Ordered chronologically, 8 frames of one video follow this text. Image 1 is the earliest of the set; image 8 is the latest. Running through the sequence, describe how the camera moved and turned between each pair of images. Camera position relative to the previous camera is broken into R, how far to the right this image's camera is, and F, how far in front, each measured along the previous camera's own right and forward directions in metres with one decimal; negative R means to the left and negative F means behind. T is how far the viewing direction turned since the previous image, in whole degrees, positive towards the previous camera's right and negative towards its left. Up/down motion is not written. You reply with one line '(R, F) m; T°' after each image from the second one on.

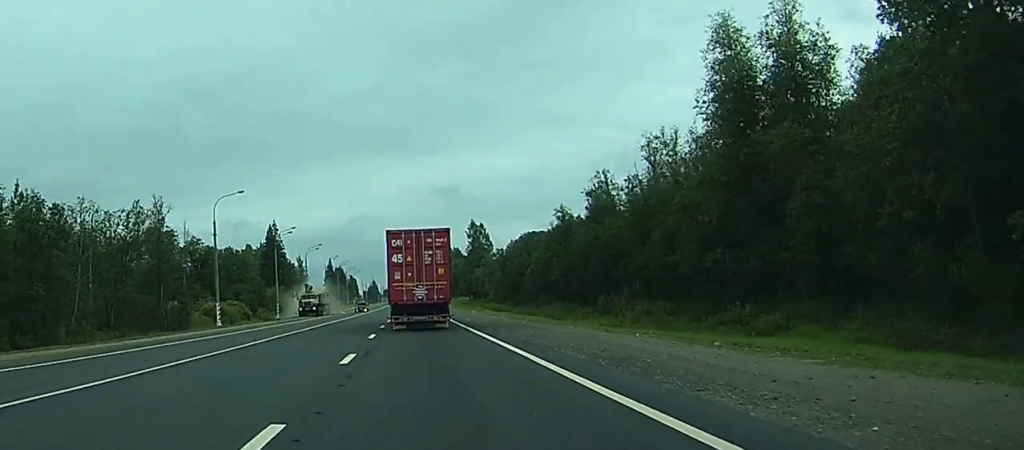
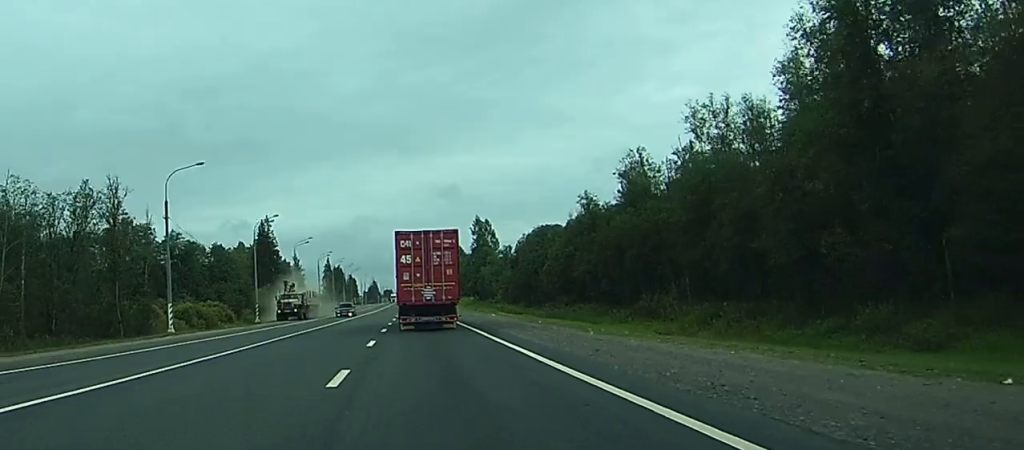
(0.0, +16.4) m; 0°
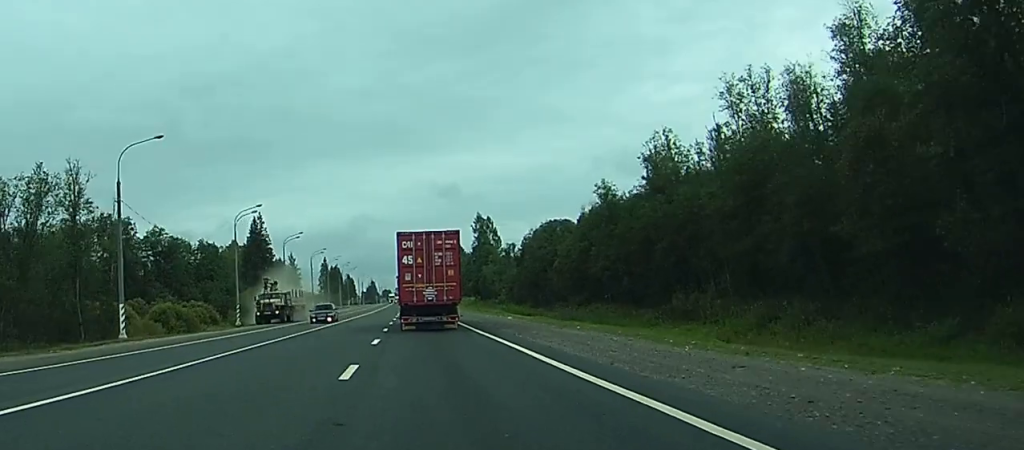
(-0.1, +10.4) m; 0°
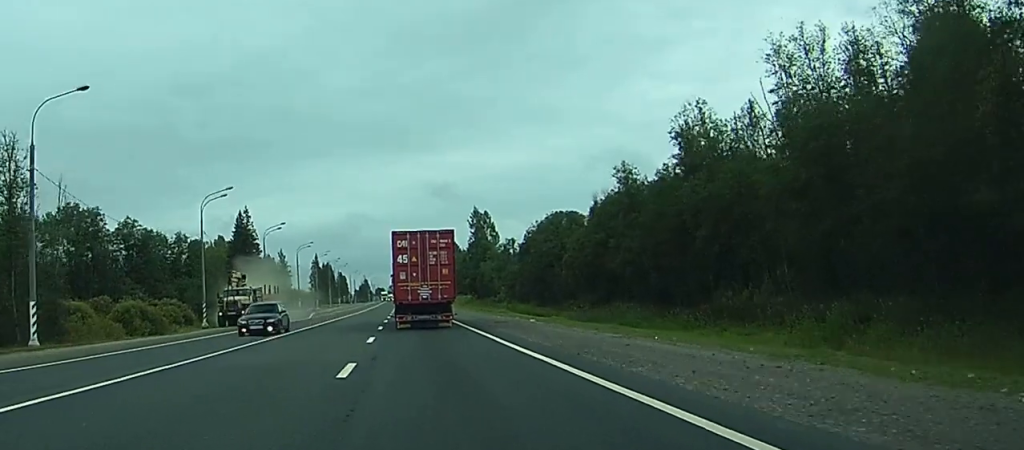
(0.0, +11.8) m; 0°
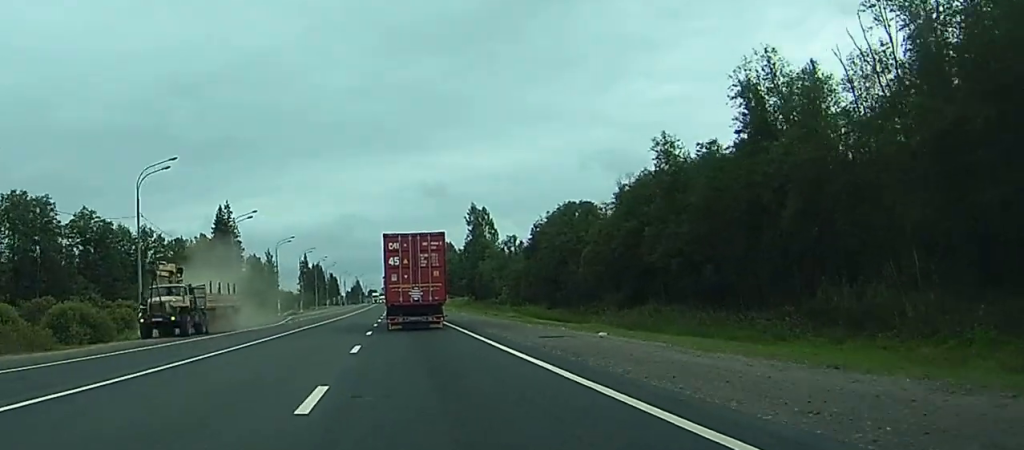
(+0.1, +16.2) m; 0°
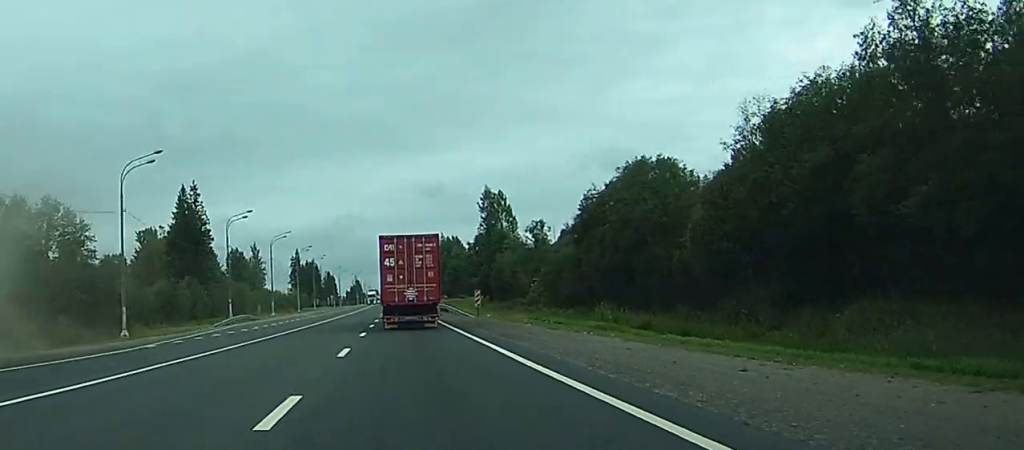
(+0.1, +36.6) m; 0°
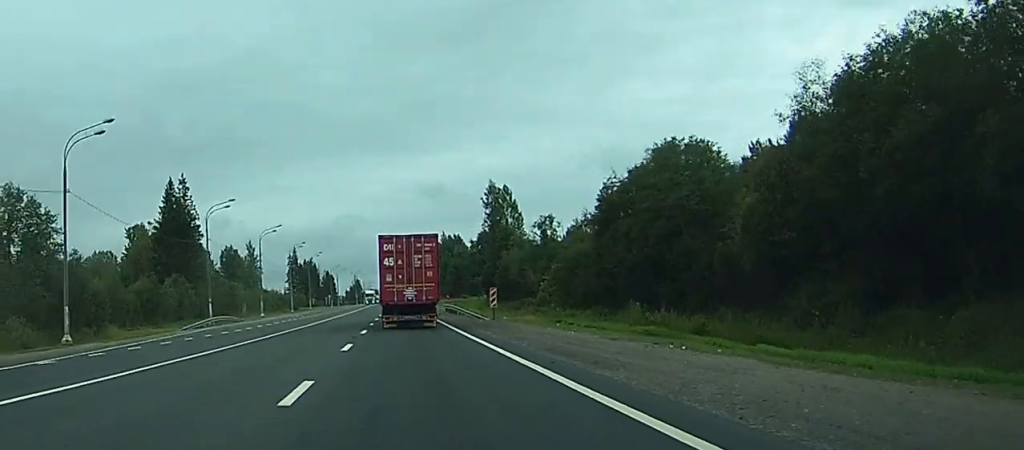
(0.0, +9.5) m; 0°
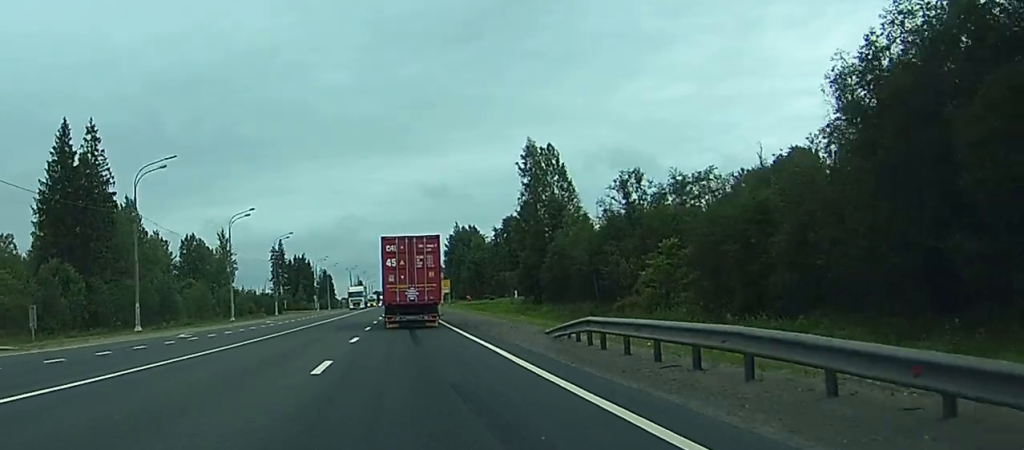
(0.0, +53.9) m; 0°
